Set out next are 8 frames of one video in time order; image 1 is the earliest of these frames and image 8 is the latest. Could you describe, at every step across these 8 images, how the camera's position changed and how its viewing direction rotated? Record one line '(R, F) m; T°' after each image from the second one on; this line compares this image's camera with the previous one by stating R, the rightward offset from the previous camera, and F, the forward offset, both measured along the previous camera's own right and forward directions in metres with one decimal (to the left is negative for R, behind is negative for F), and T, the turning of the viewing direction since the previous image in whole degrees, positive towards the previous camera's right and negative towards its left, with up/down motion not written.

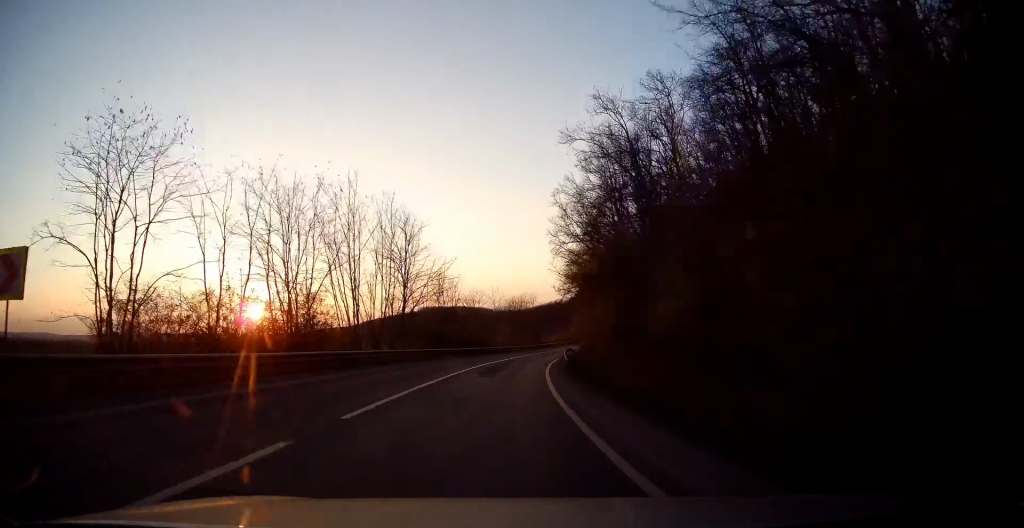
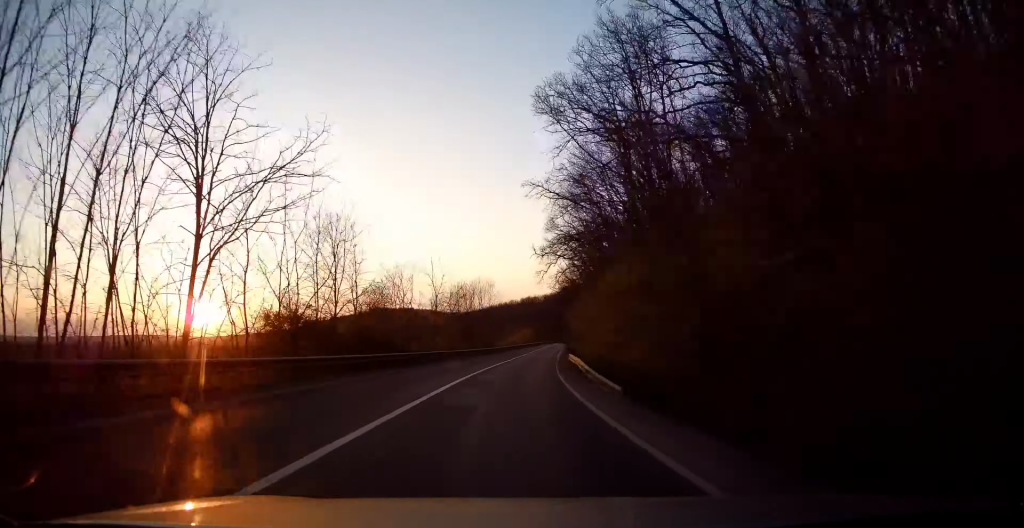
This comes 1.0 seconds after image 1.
(+1.3, +25.4) m; +6°
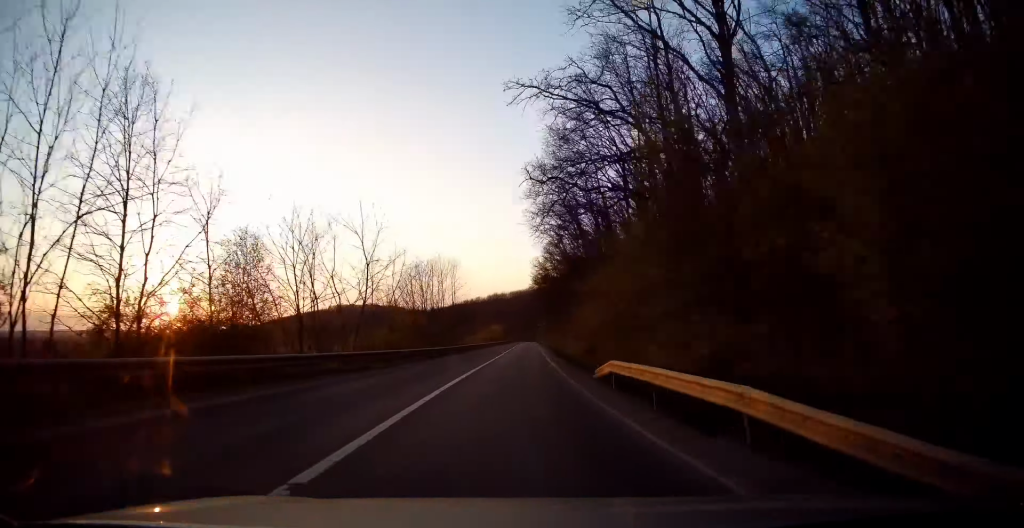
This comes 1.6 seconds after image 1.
(+0.9, +16.0) m; +4°
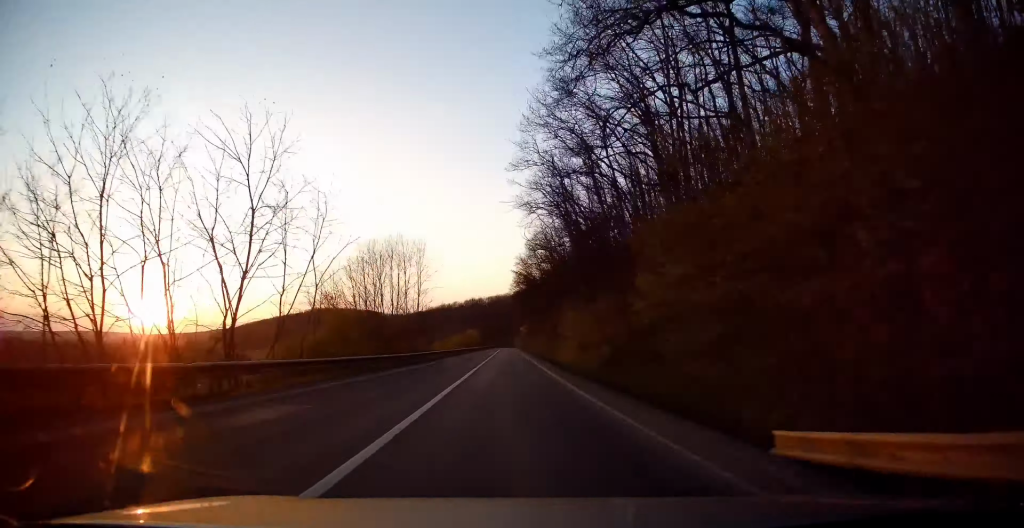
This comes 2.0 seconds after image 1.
(+0.2, +12.5) m; +3°
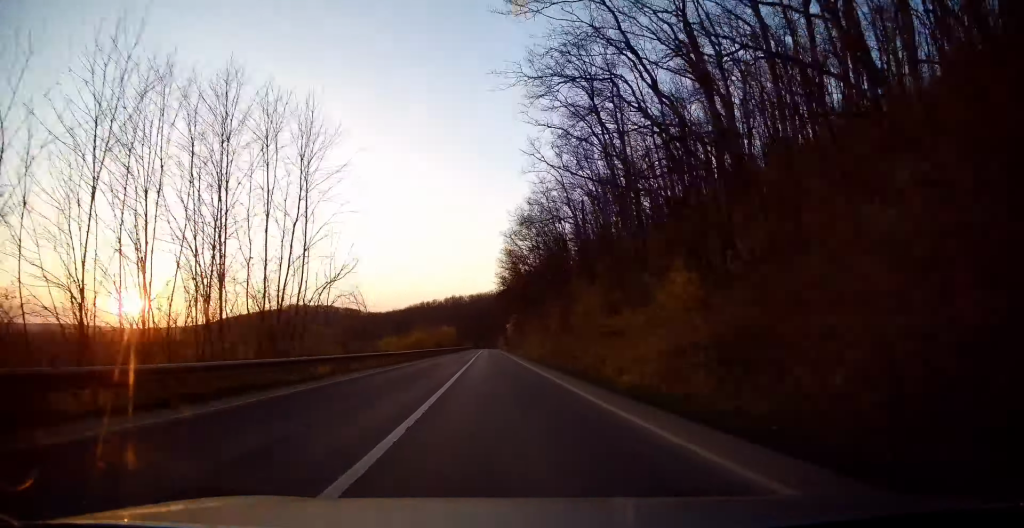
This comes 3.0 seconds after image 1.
(+0.9, +26.0) m; +3°
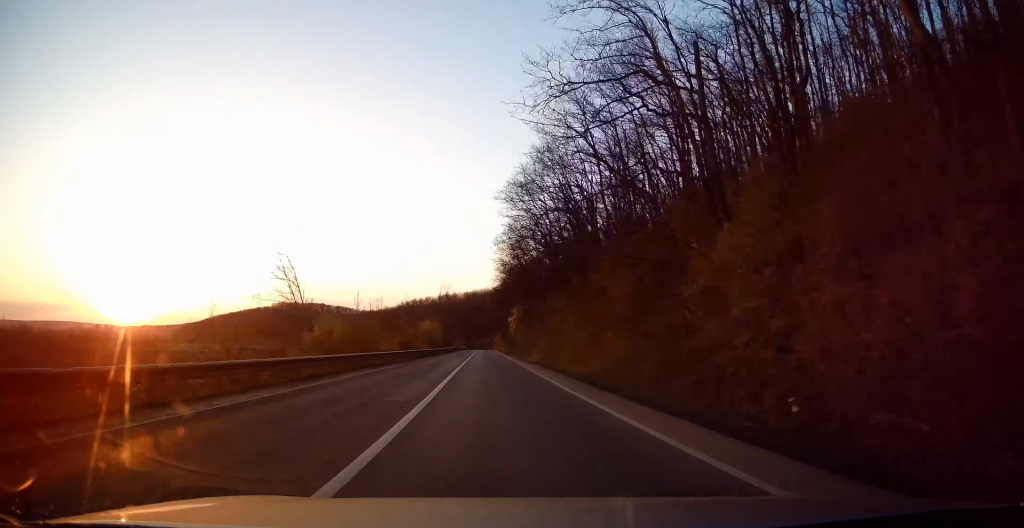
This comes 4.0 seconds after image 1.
(+0.4, +27.8) m; +2°
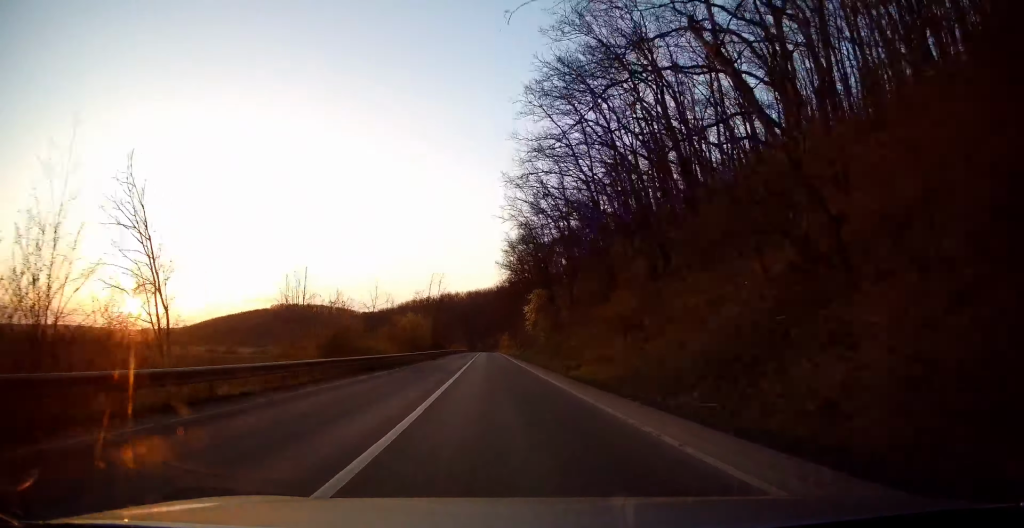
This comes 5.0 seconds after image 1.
(+0.6, +26.0) m; +1°
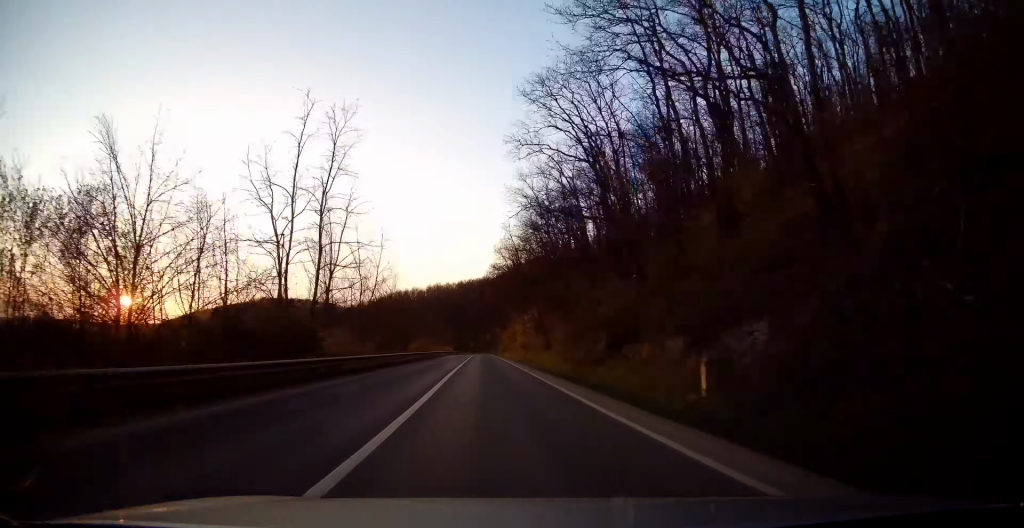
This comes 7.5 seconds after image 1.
(0.0, +66.3) m; 0°
